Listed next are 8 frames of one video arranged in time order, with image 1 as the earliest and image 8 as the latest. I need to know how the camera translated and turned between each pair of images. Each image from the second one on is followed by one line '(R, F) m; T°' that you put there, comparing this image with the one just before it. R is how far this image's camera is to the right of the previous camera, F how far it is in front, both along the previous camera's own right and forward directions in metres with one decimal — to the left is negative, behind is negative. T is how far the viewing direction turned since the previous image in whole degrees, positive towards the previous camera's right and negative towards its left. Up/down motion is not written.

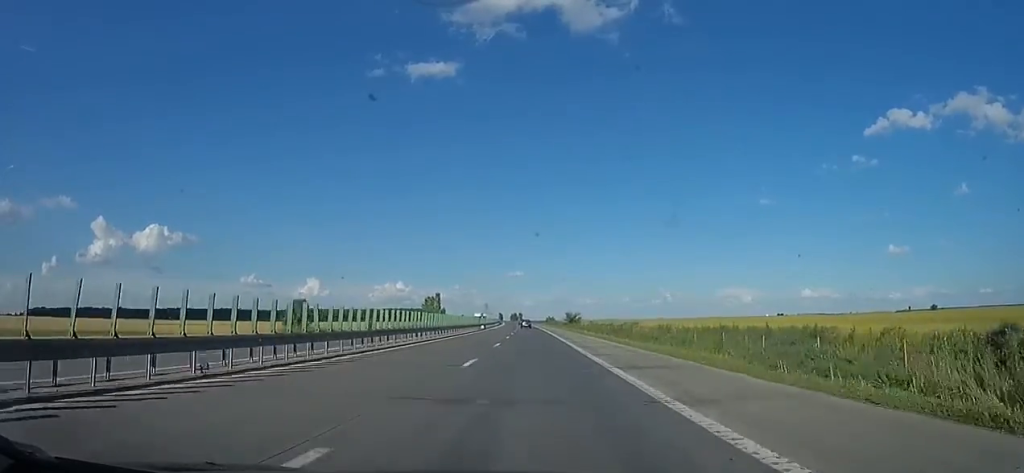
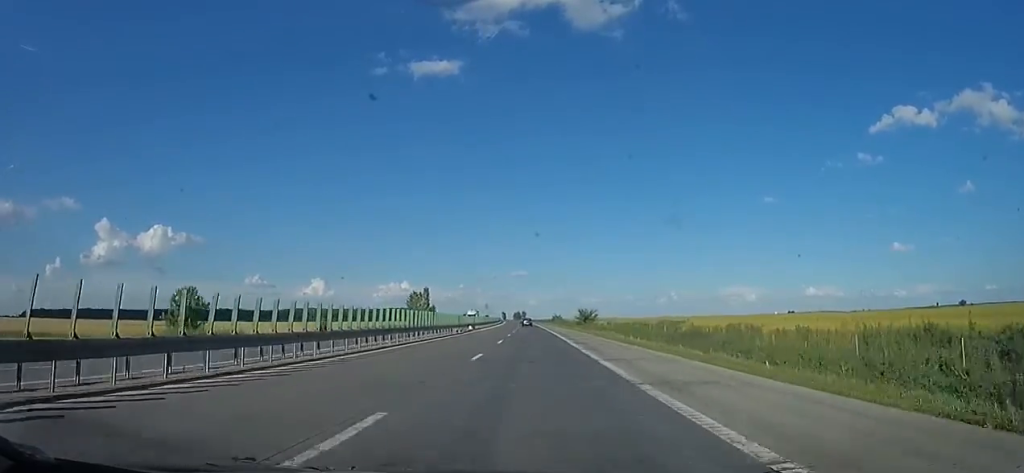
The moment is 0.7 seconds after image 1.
(0.0, +22.1) m; 0°
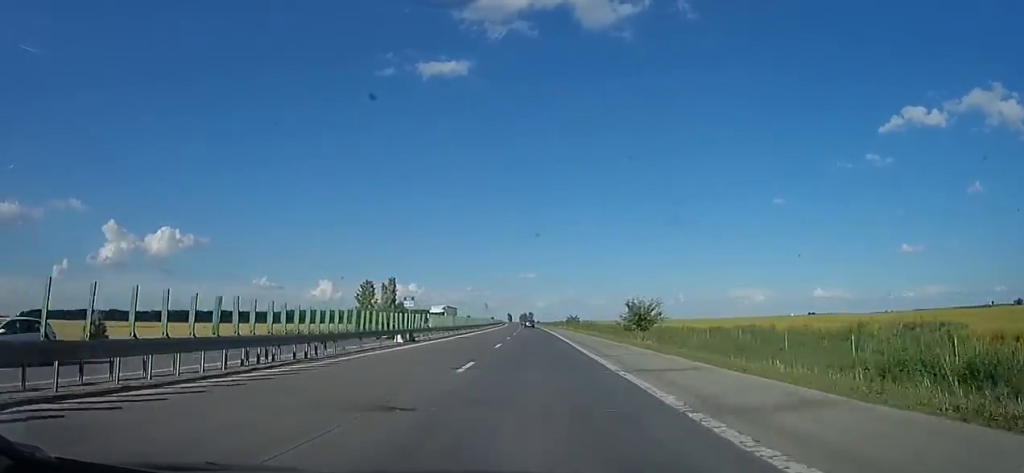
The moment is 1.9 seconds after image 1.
(0.0, +39.3) m; 0°
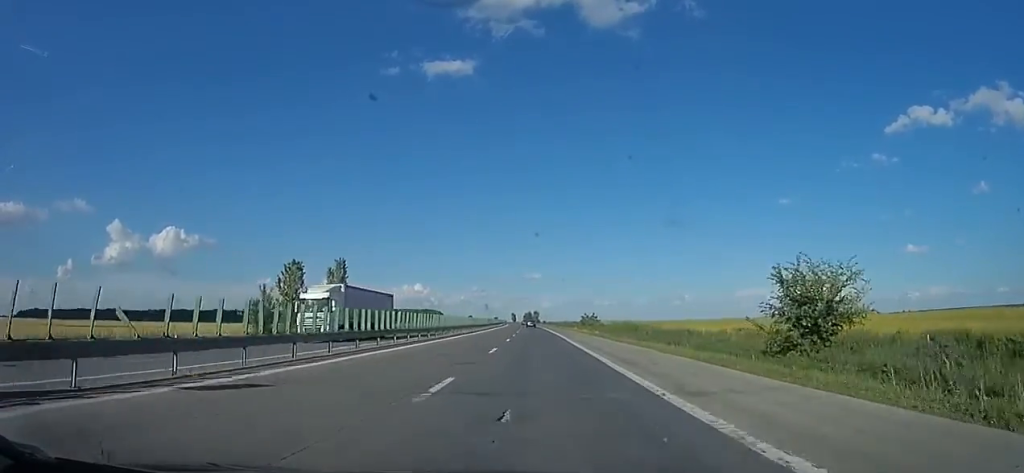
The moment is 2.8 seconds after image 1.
(0.0, +28.5) m; -2°
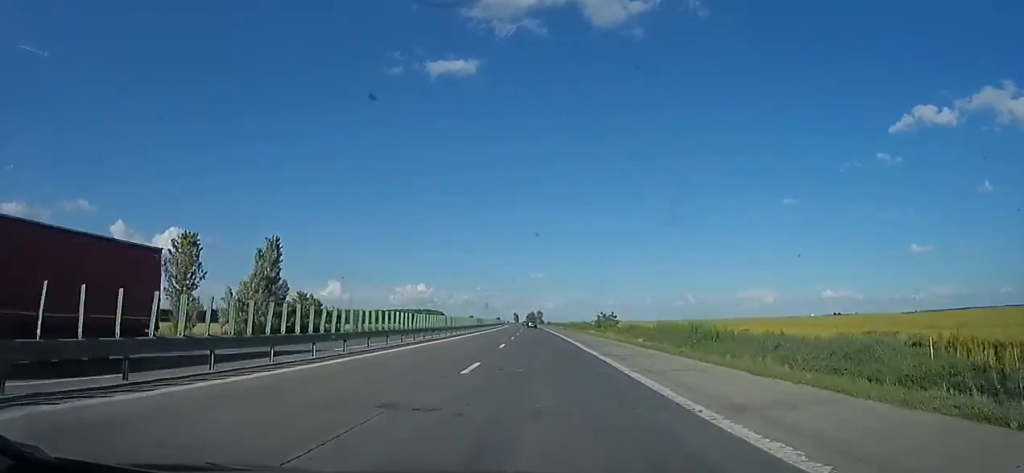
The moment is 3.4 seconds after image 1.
(-0.1, +19.9) m; -1°
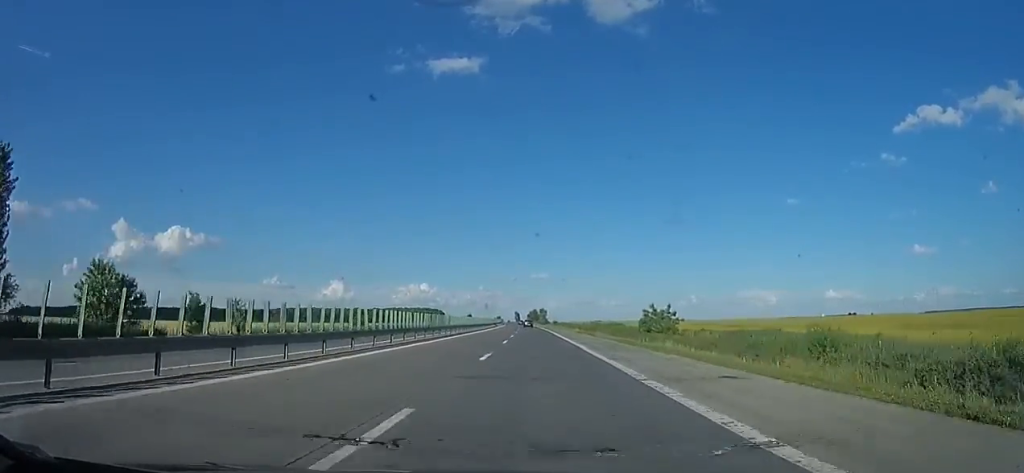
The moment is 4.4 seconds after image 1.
(-0.8, +32.3) m; 0°
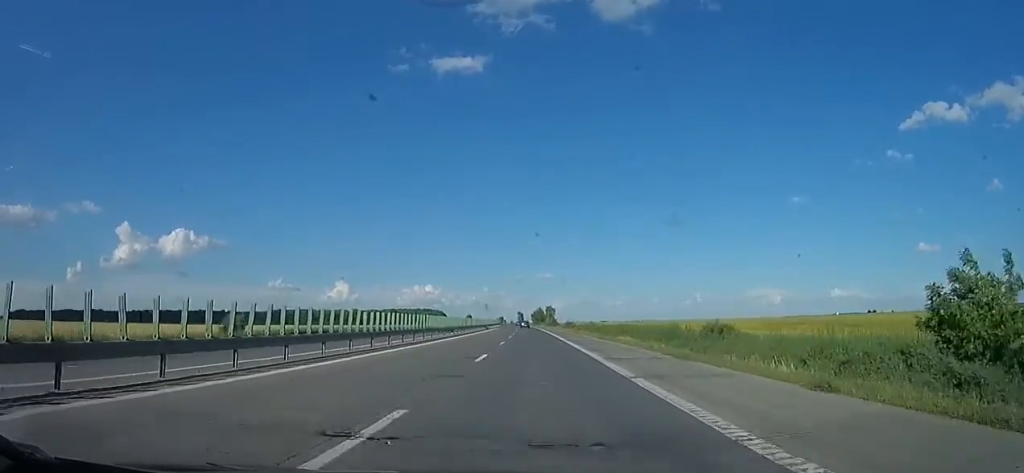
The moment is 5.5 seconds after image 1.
(+0.4, +35.8) m; -1°
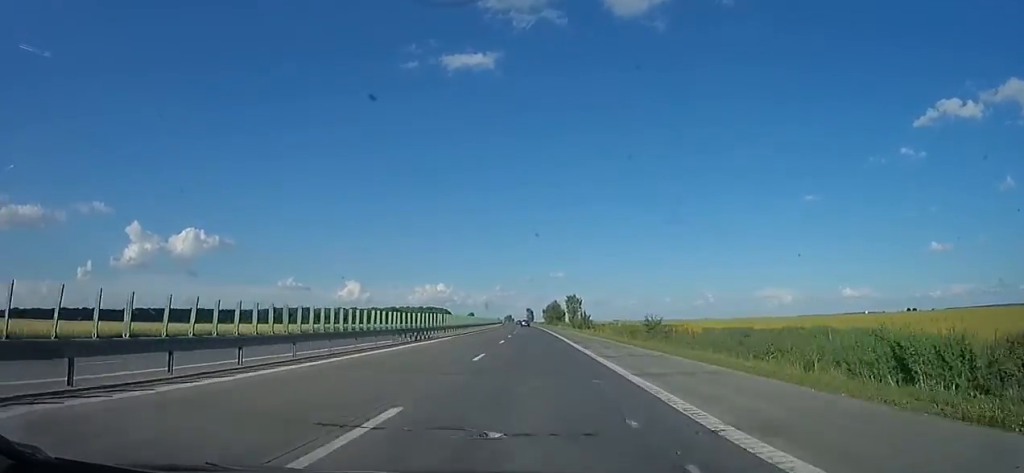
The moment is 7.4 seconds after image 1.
(+0.3, +59.7) m; -1°
